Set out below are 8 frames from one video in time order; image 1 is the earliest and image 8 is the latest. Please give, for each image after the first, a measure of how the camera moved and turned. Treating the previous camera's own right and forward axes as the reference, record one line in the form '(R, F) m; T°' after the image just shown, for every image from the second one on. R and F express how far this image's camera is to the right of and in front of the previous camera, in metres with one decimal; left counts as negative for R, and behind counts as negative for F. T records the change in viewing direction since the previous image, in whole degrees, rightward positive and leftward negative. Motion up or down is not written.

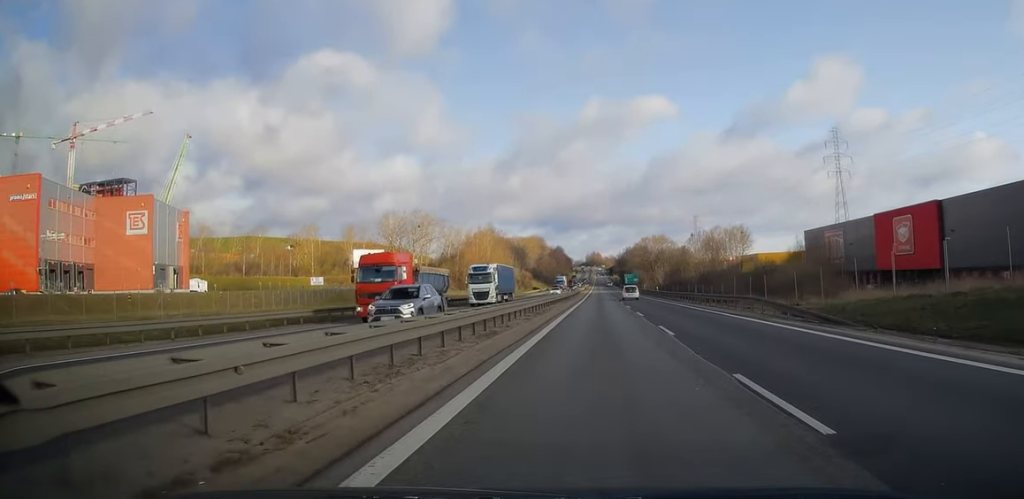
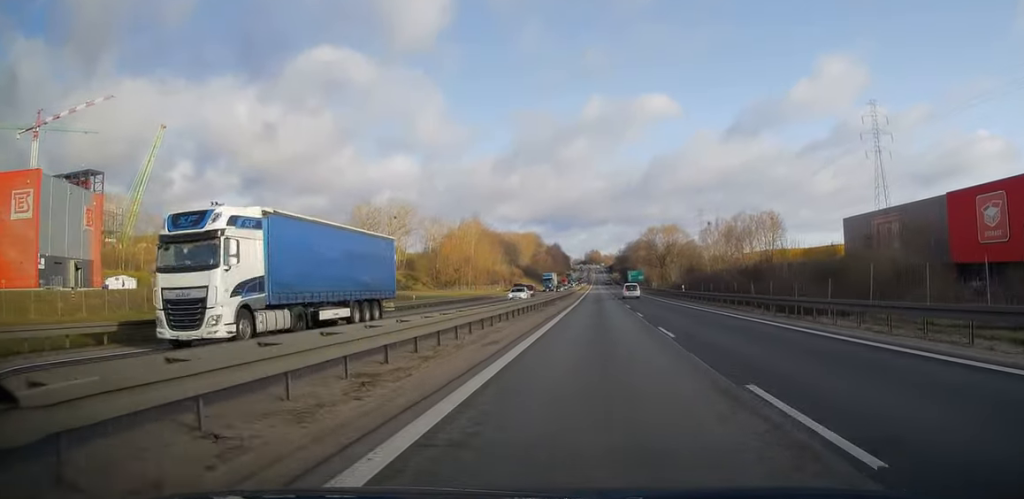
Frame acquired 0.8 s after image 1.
(+0.1, +26.0) m; 0°
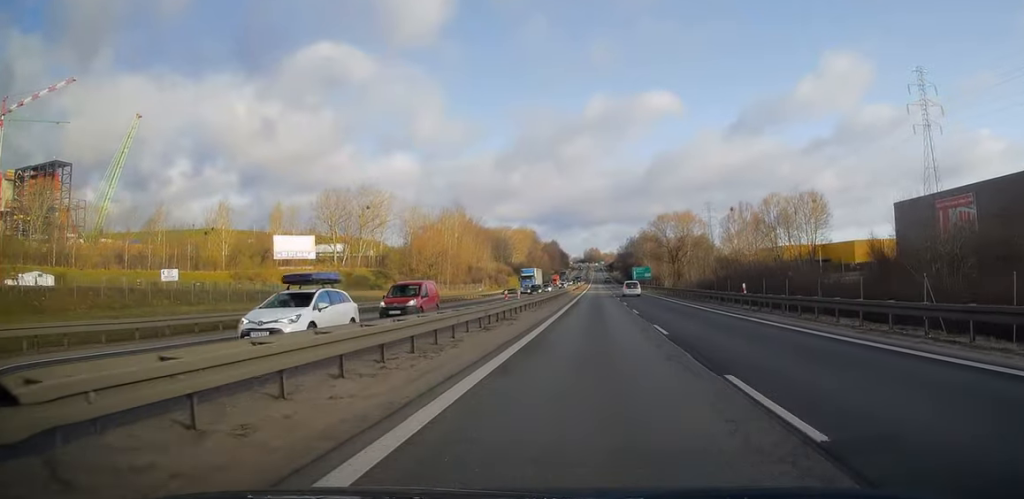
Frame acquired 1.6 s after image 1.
(0.0, +24.0) m; 0°
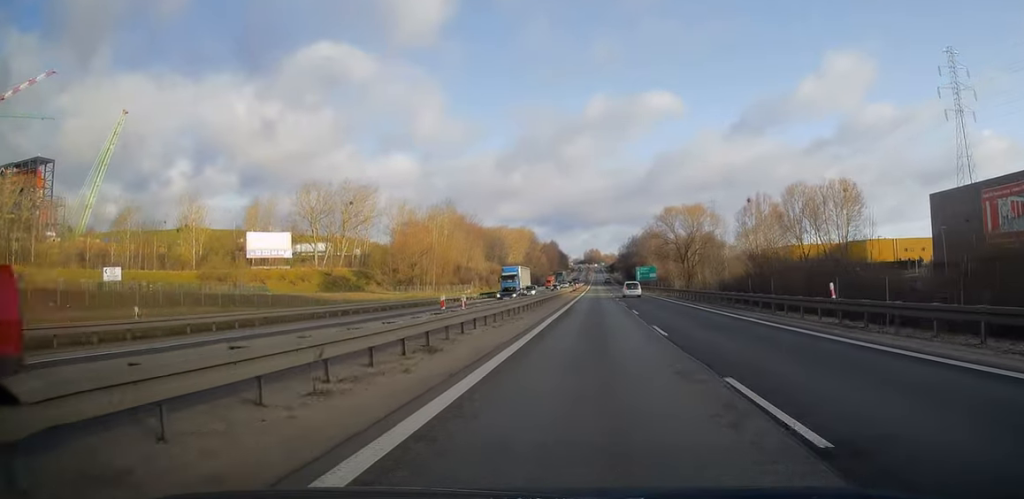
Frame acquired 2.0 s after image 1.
(0.0, +12.5) m; 0°
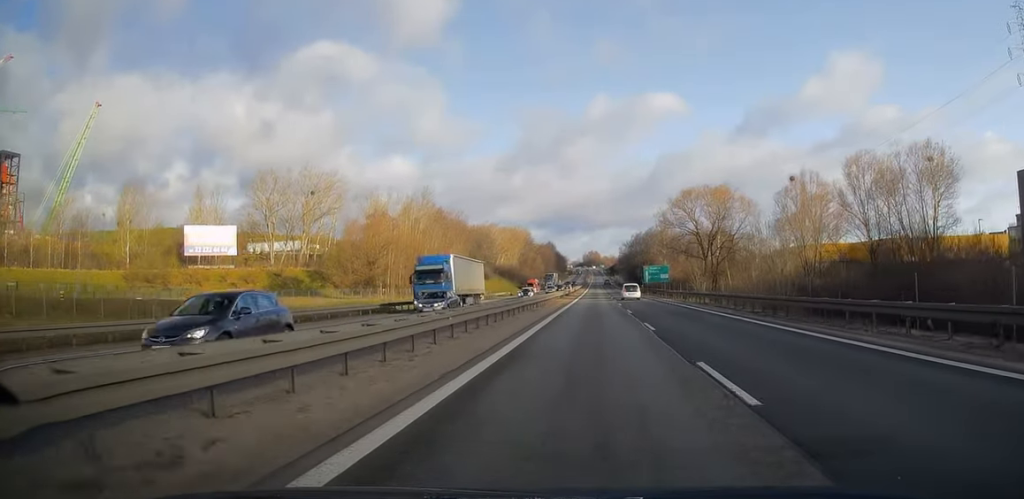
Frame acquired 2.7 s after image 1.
(0.0, +22.9) m; 0°
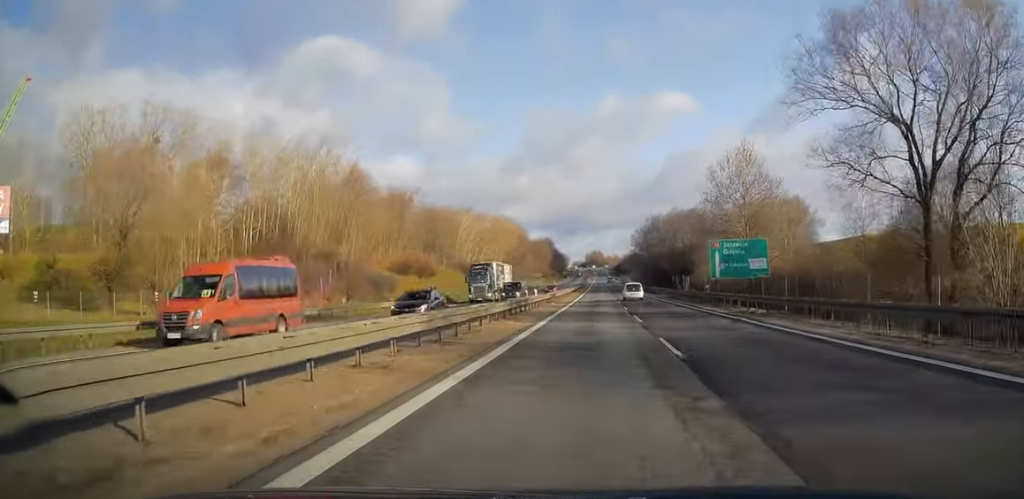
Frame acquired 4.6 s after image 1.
(0.0, +57.2) m; 0°
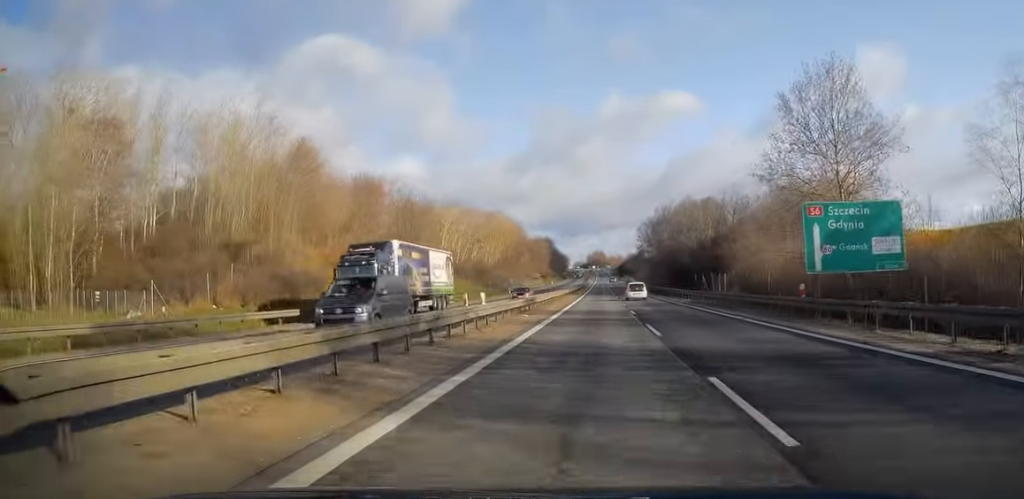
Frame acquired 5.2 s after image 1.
(0.0, +19.2) m; 0°
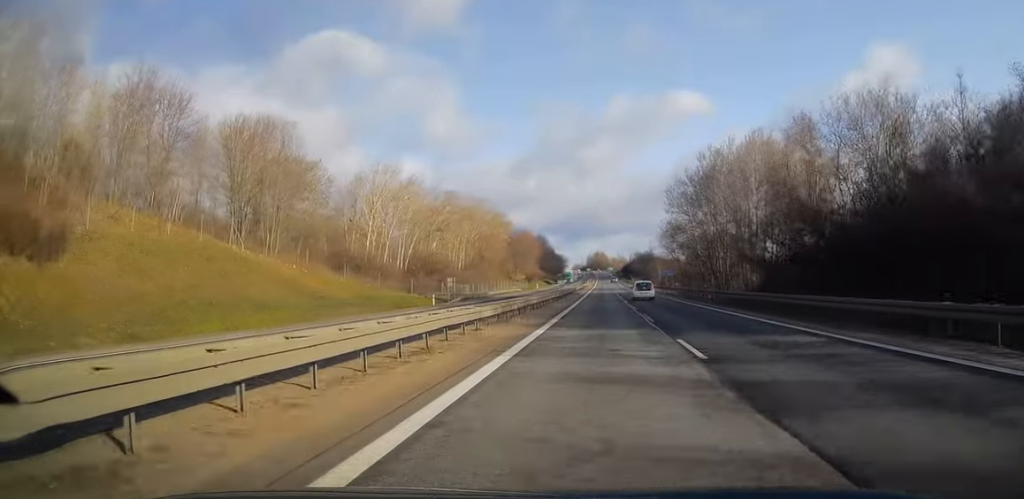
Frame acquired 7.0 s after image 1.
(-0.2, +55.4) m; 0°
